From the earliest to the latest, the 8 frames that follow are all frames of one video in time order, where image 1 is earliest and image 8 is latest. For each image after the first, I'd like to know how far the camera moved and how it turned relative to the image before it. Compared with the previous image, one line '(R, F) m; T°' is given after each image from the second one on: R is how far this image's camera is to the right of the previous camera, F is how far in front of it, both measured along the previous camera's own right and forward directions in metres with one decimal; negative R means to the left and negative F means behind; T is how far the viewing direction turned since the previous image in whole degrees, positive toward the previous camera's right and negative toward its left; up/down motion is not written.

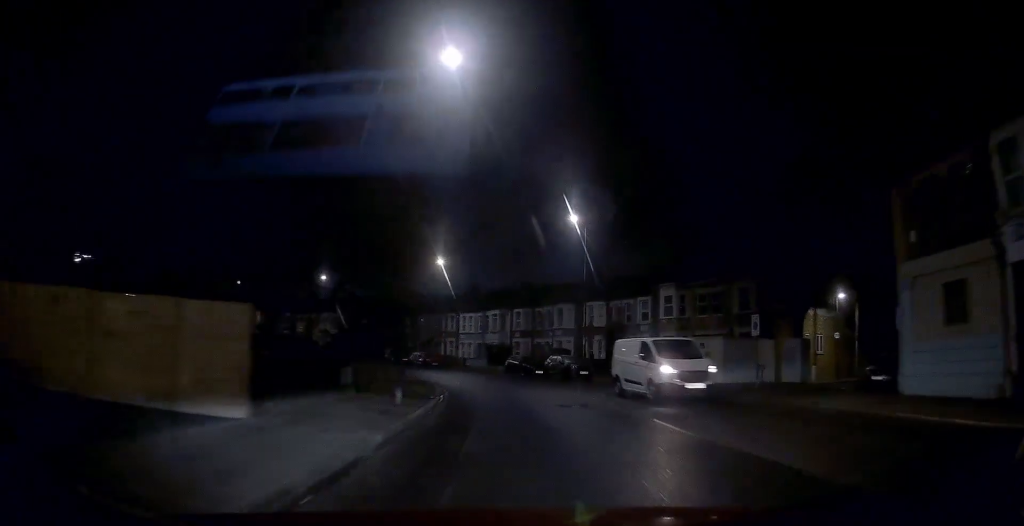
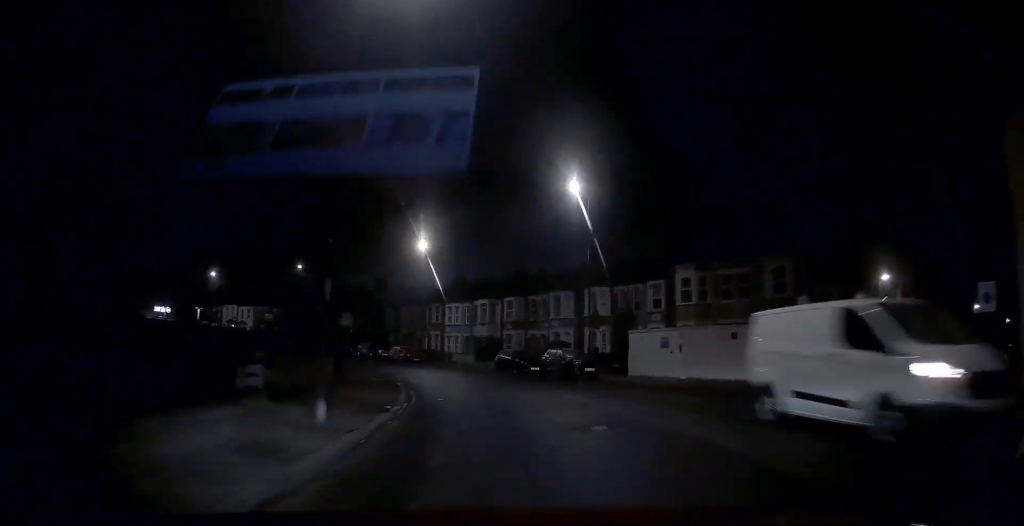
(+0.1, +6.2) m; +1°
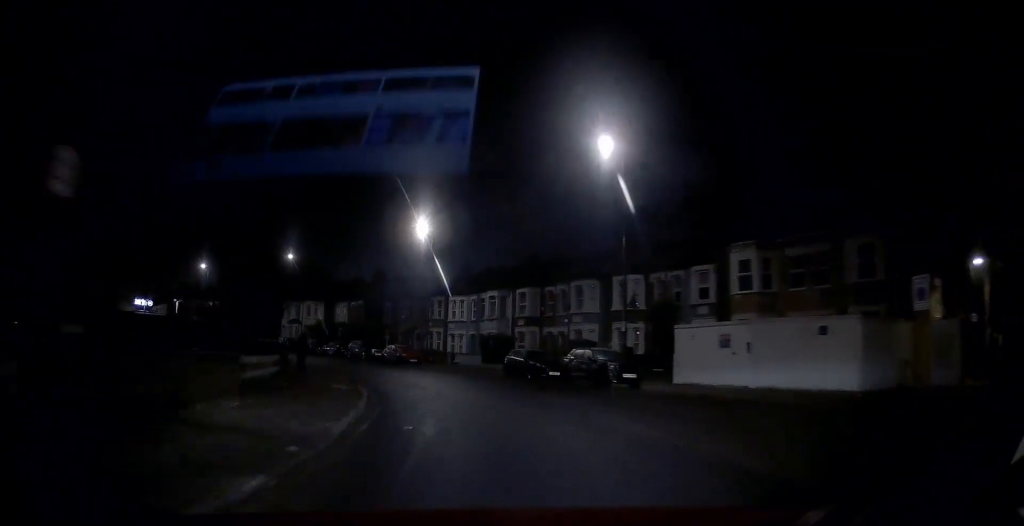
(+0.2, +7.3) m; -1°
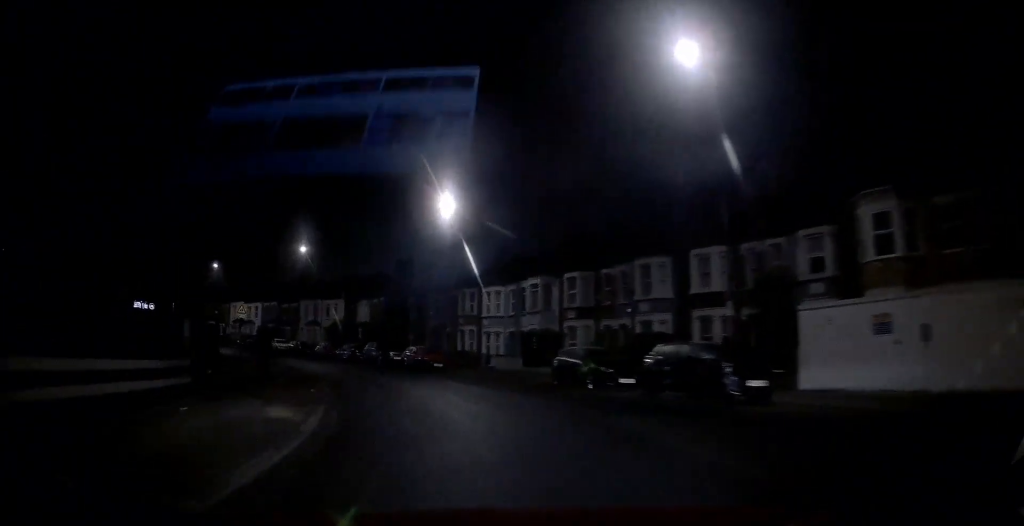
(-0.2, +8.4) m; -4°
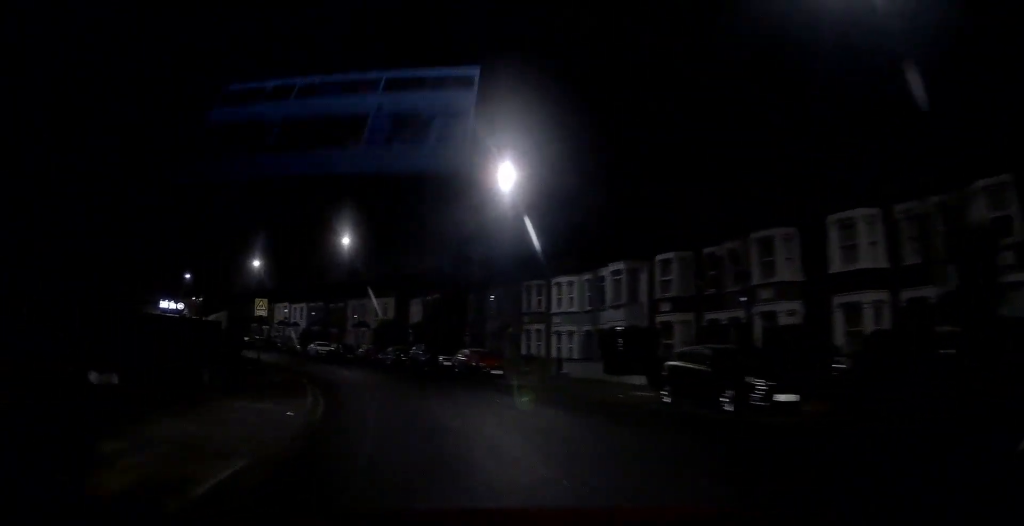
(-0.2, +7.4) m; -5°
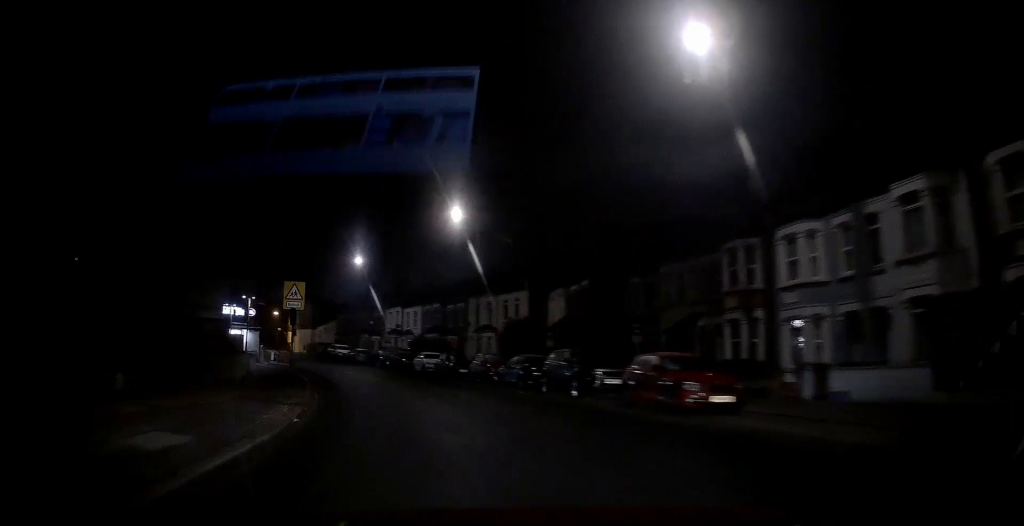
(-1.5, +14.6) m; -12°
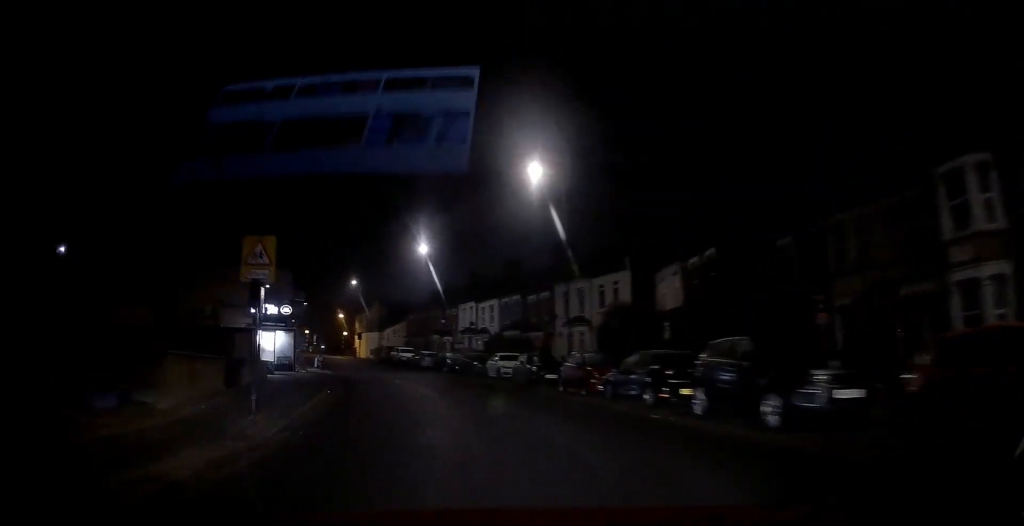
(-0.7, +9.1) m; -7°
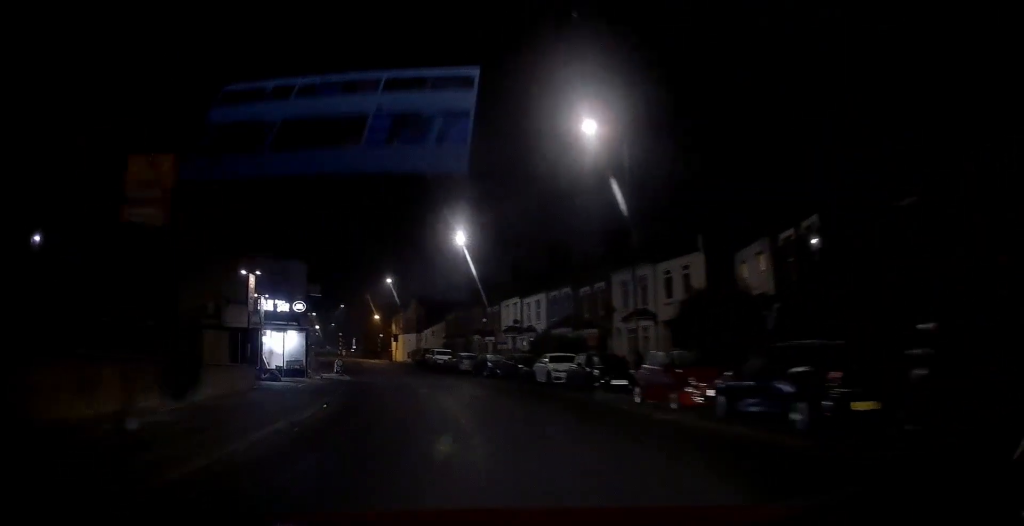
(-0.3, +5.6) m; -4°
